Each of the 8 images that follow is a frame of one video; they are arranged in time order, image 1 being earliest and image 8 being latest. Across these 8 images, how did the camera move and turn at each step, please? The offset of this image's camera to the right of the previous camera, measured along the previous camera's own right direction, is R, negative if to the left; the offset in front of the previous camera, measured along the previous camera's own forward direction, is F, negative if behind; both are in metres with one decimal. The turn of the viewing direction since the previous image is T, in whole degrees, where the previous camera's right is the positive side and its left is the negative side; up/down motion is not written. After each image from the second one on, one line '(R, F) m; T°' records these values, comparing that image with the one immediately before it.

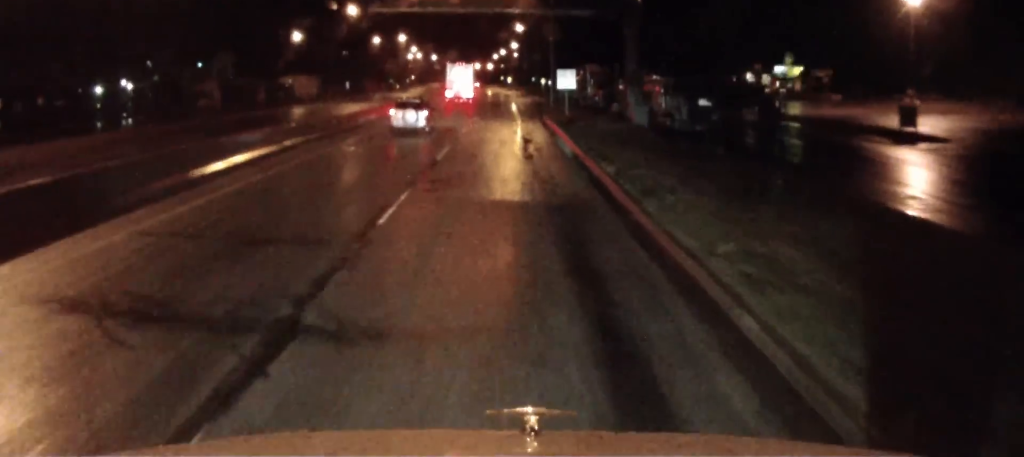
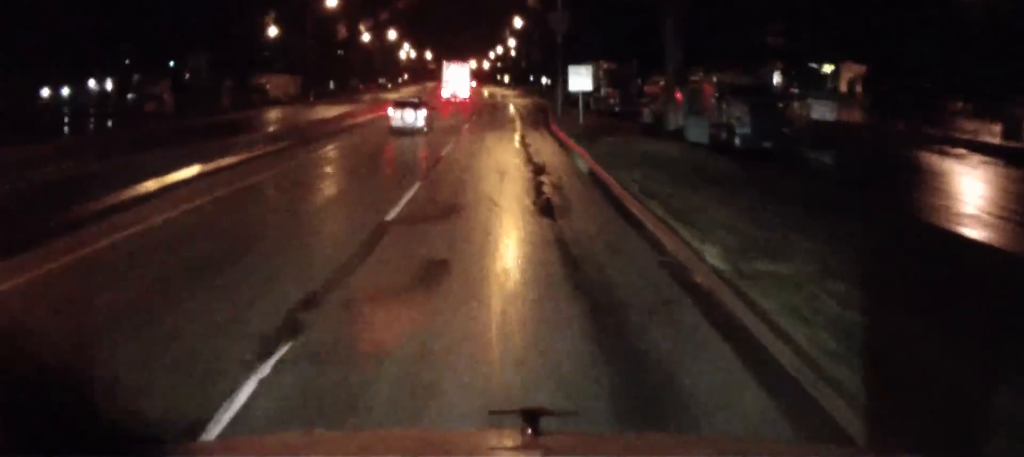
(0.0, +11.3) m; 0°
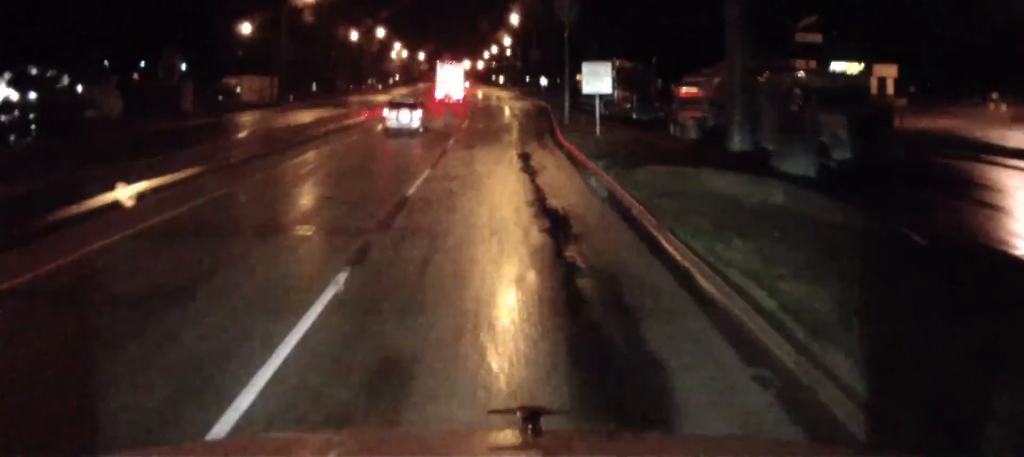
(0.0, +9.5) m; 0°
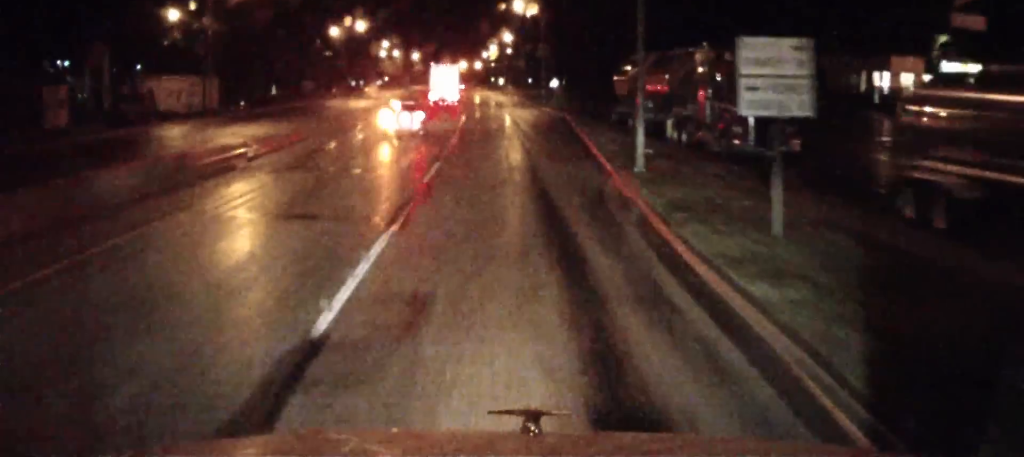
(+0.1, +23.3) m; +1°
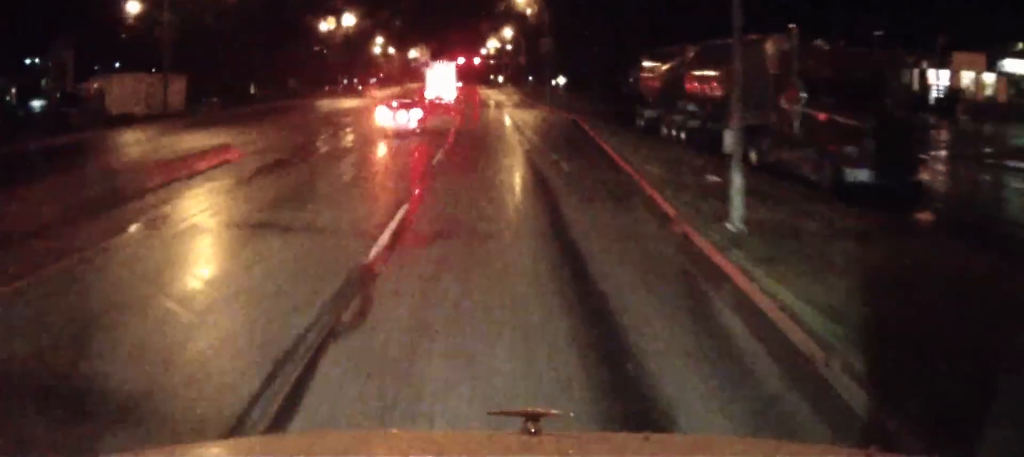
(+0.1, +9.2) m; 0°
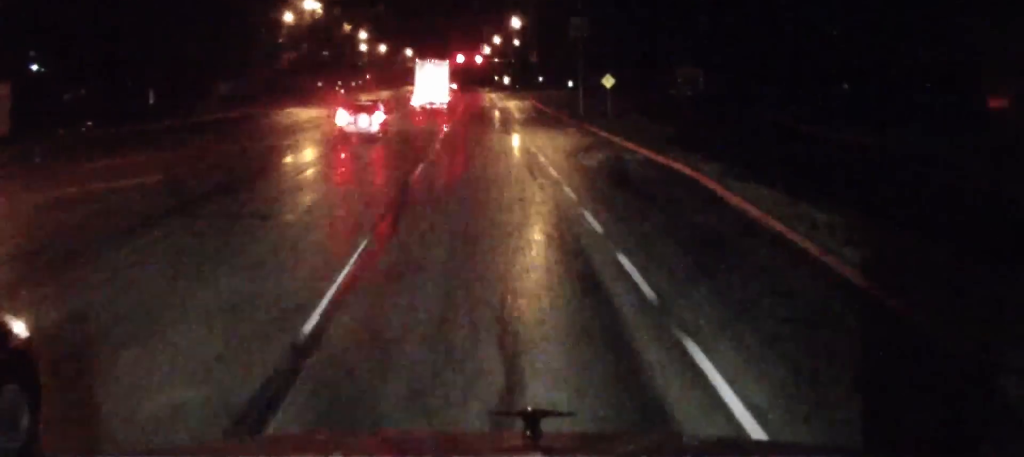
(-0.2, +30.6) m; -1°
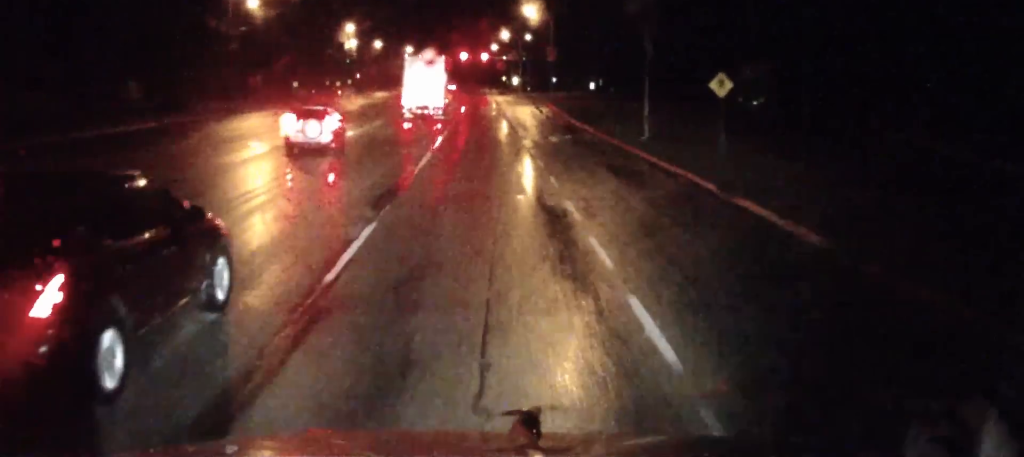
(+0.1, +23.8) m; 0°
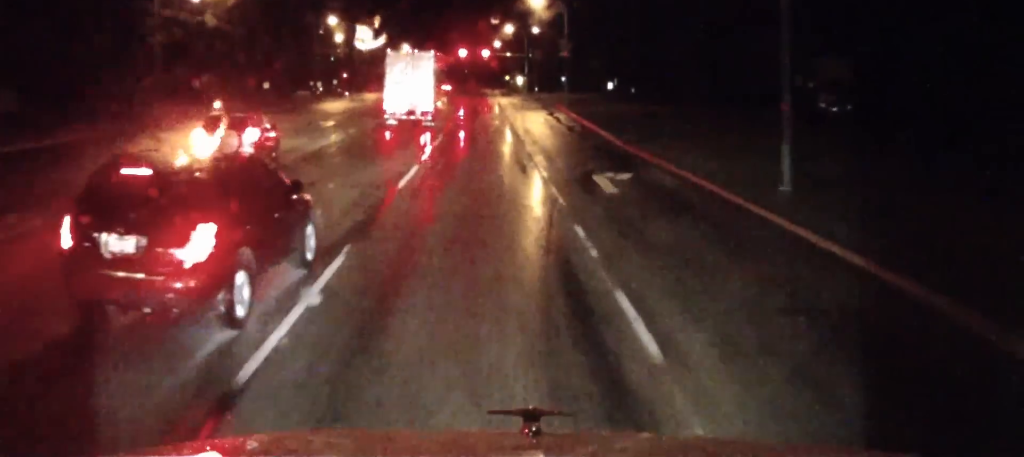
(0.0, +17.3) m; -1°
